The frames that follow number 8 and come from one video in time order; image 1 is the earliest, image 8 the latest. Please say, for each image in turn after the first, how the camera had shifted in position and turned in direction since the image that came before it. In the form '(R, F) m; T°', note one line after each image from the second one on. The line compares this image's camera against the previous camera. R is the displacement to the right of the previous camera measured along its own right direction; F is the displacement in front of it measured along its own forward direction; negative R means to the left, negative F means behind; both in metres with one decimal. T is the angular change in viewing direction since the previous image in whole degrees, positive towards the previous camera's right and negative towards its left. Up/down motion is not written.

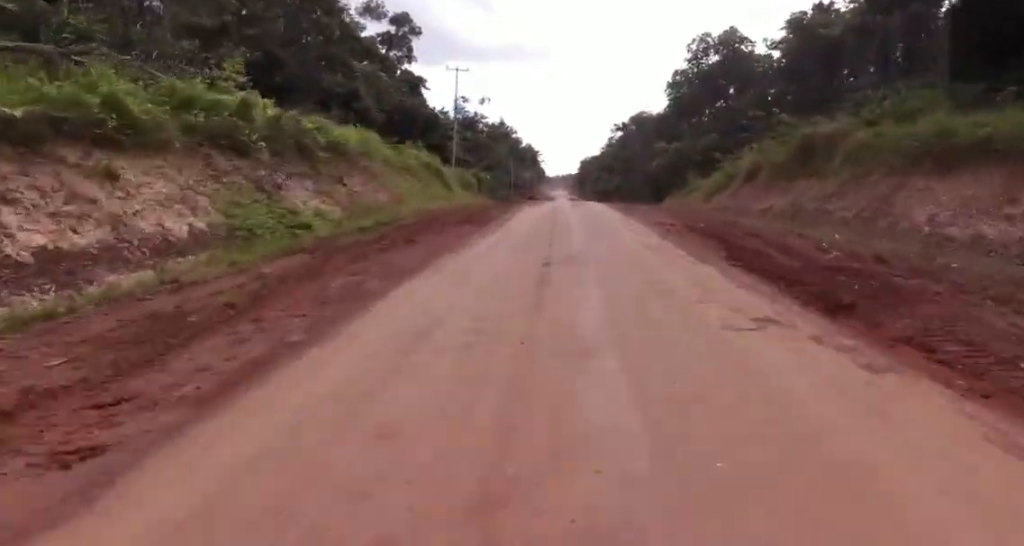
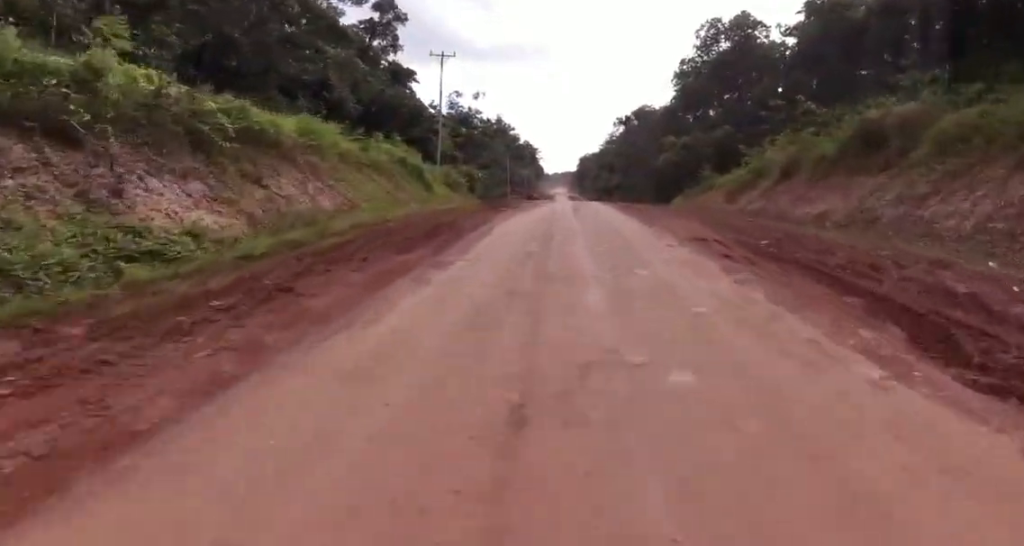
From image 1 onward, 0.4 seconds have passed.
(-0.2, +6.5) m; +1°
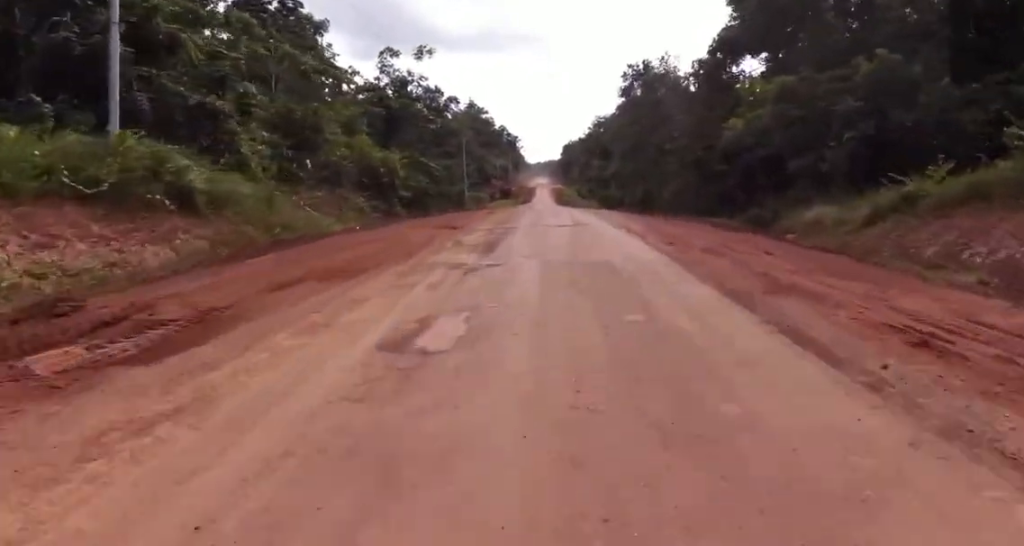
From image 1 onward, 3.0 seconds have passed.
(+2.1, +36.9) m; +2°
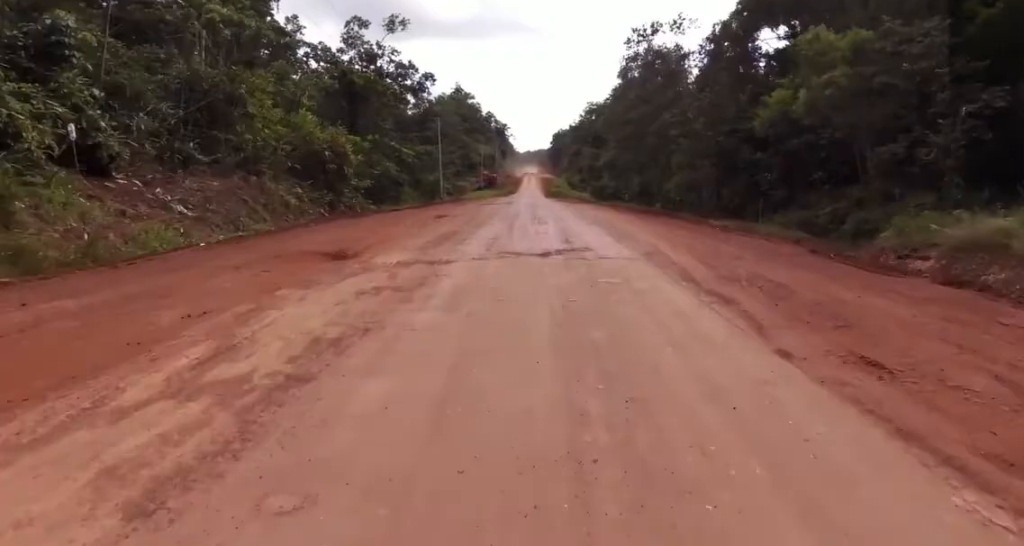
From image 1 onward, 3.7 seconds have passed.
(-0.3, +10.2) m; -2°
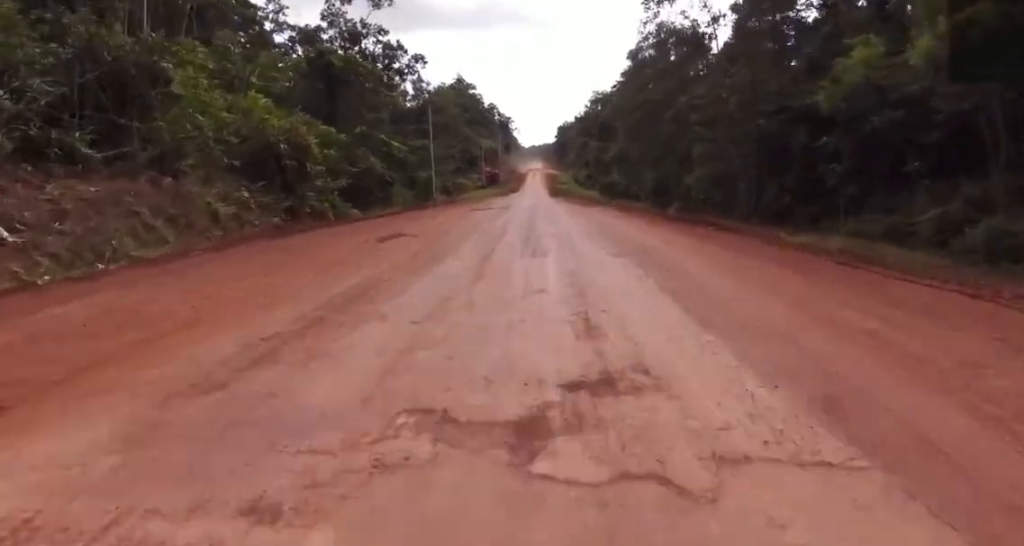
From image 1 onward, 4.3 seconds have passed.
(-0.1, +7.4) m; -1°
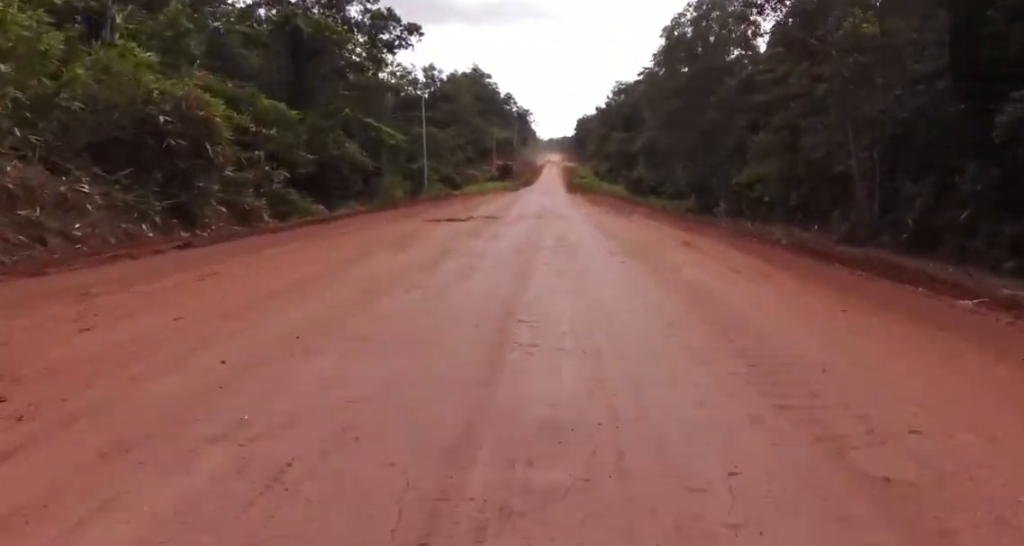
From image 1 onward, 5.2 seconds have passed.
(-0.1, +13.0) m; 0°
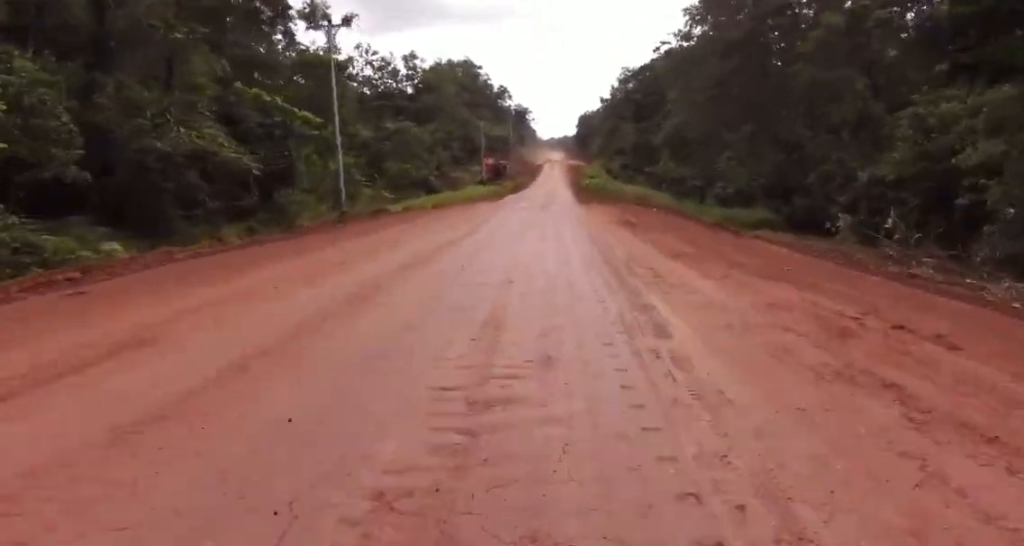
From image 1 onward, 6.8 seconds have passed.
(+0.2, +21.7) m; 0°
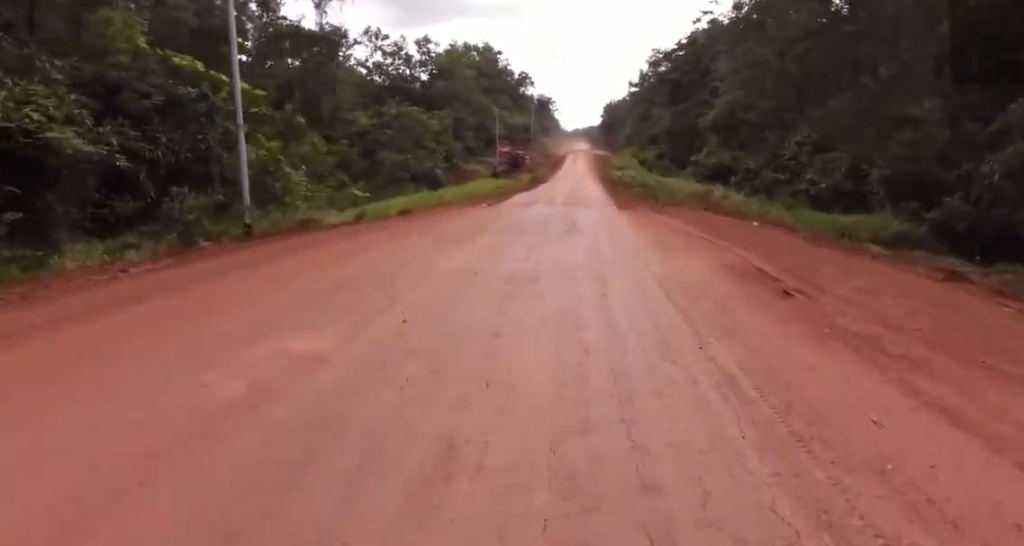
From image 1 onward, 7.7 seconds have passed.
(-0.1, +13.0) m; -1°
